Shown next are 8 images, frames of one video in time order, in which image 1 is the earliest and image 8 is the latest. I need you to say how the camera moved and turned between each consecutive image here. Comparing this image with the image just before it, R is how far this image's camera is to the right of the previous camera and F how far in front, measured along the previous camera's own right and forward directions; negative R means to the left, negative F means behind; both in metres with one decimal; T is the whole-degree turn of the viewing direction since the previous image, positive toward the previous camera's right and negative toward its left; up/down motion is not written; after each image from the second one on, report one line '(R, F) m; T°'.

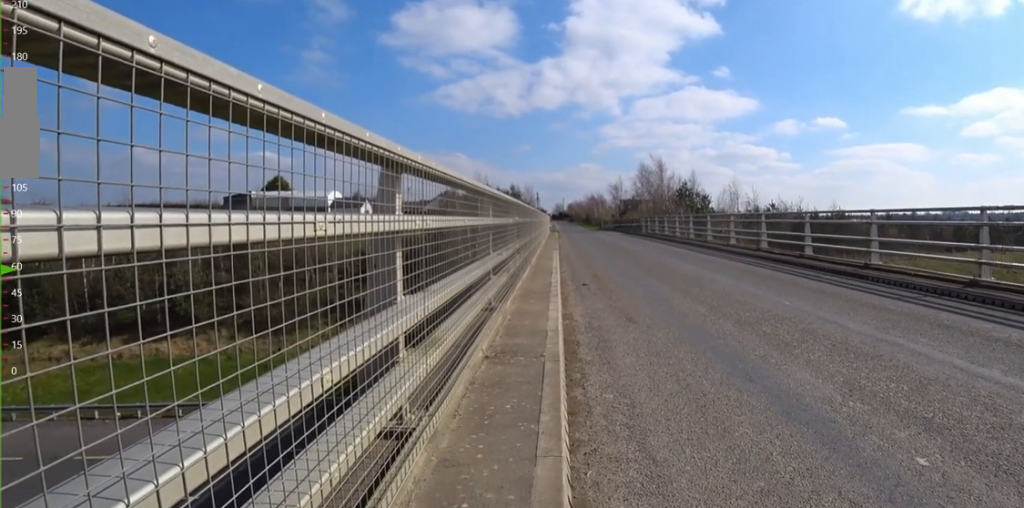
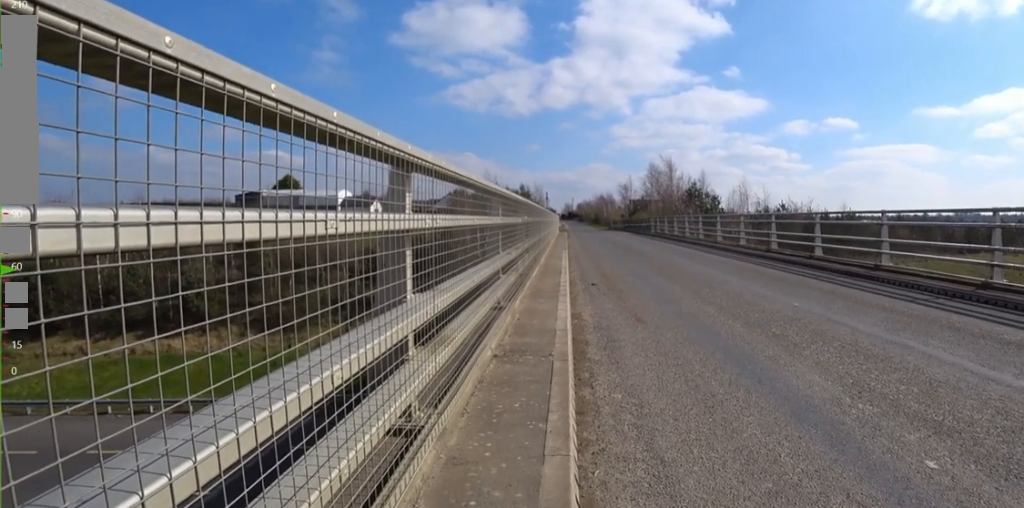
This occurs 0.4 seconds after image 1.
(0.0, 0.0) m; 0°
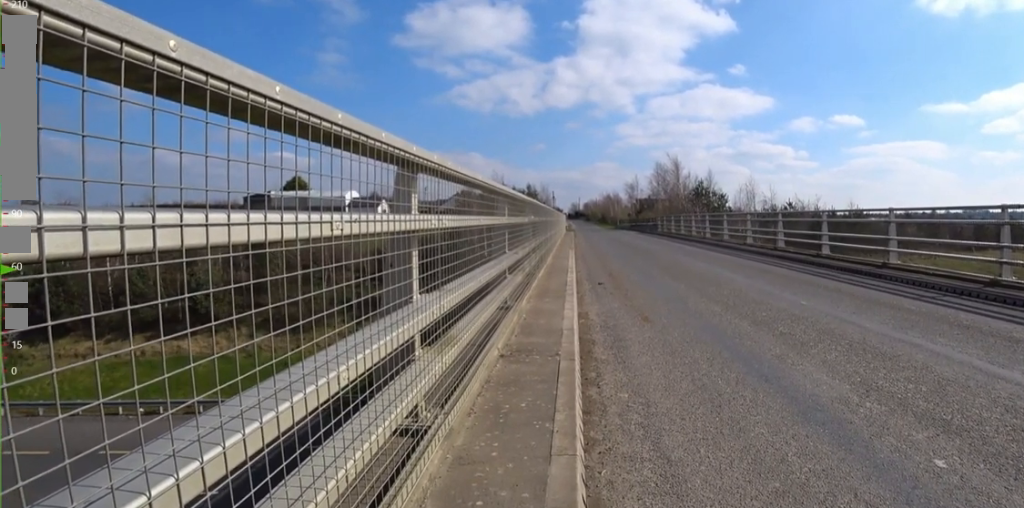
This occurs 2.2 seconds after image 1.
(0.0, 0.0) m; 0°
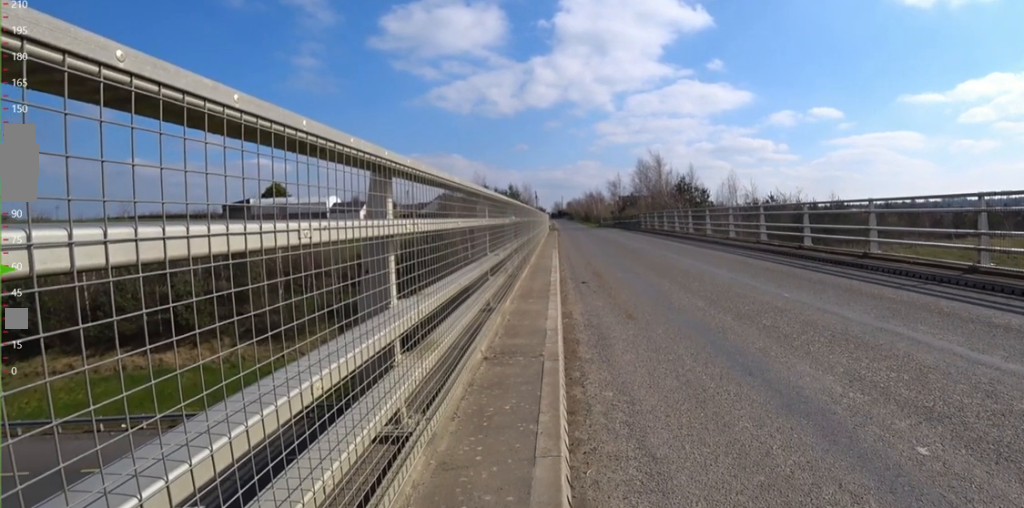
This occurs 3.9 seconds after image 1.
(0.0, 0.0) m; 0°
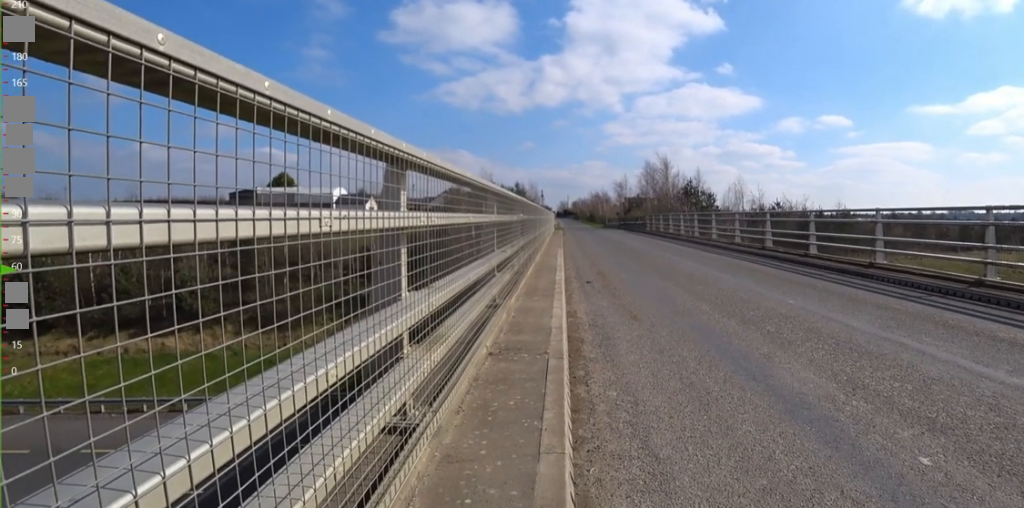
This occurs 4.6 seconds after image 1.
(0.0, 0.0) m; 0°
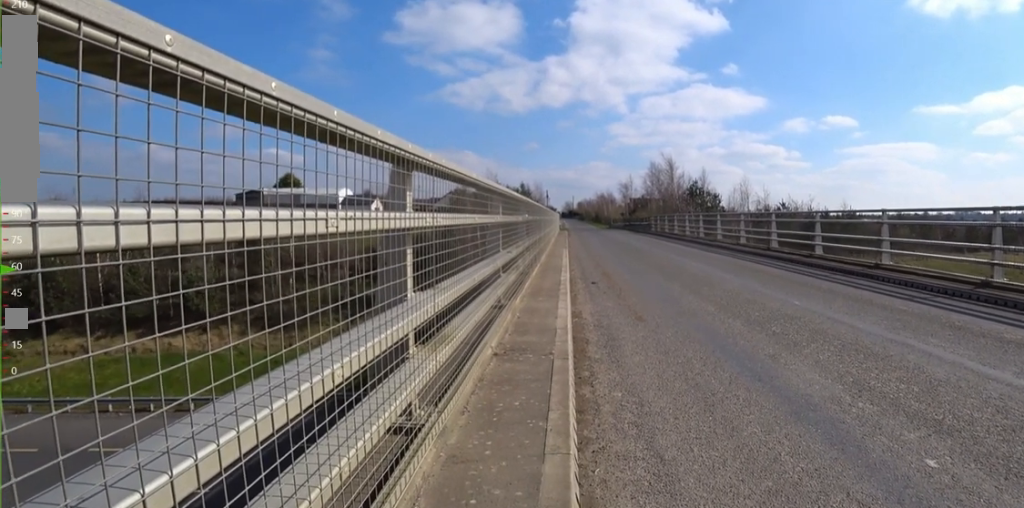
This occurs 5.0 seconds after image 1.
(0.0, 0.0) m; 0°
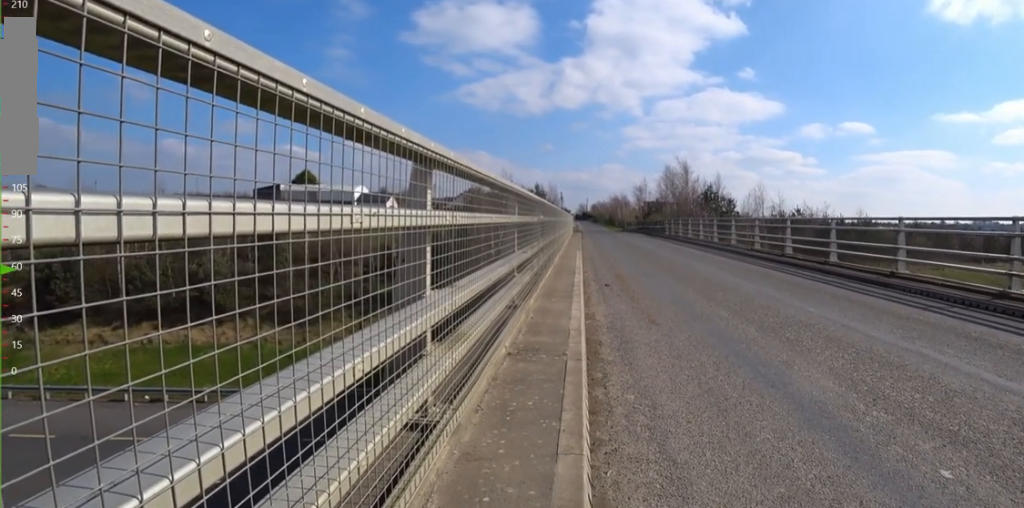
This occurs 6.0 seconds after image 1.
(0.0, 0.0) m; 0°
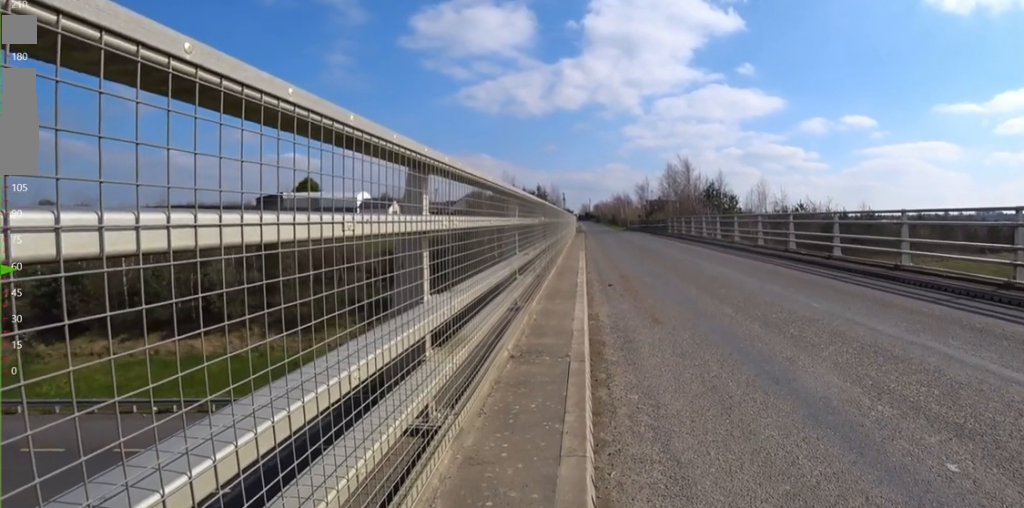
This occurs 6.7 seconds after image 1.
(0.0, 0.0) m; 0°
